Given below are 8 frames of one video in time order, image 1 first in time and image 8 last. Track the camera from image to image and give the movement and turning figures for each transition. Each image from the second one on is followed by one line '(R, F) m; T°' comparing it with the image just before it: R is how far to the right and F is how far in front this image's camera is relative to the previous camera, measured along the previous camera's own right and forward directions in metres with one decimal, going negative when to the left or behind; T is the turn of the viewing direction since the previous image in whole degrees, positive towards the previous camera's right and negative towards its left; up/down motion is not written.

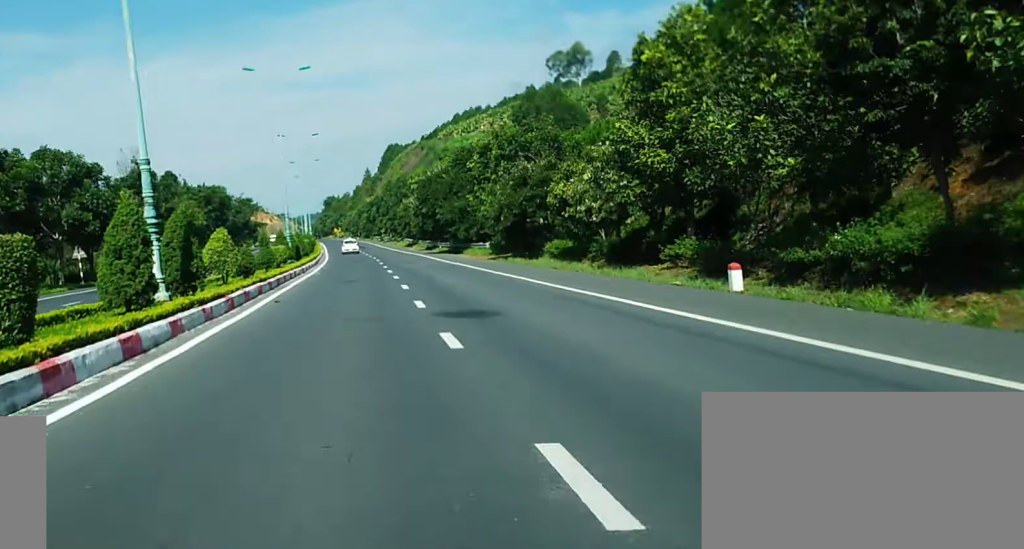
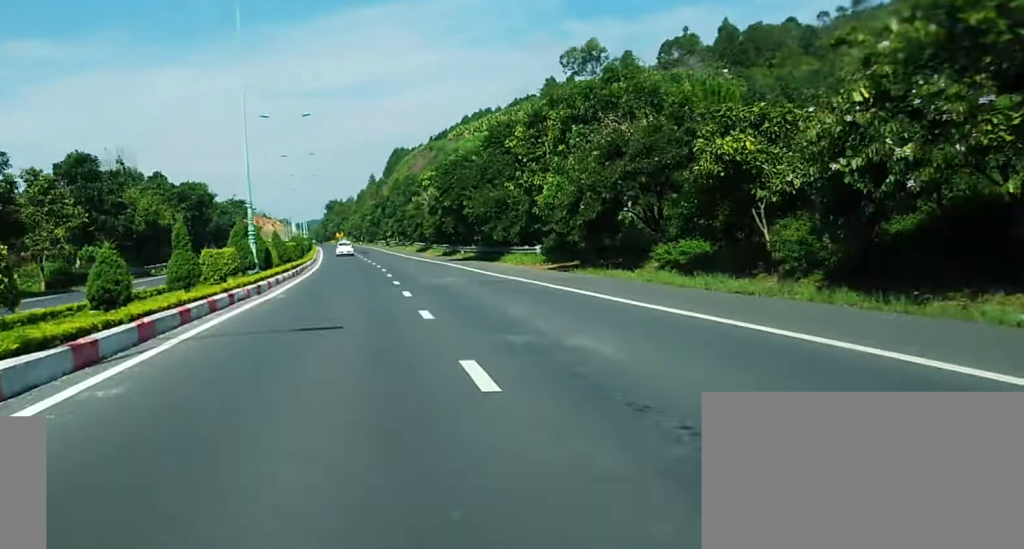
(-0.2, +20.2) m; -1°
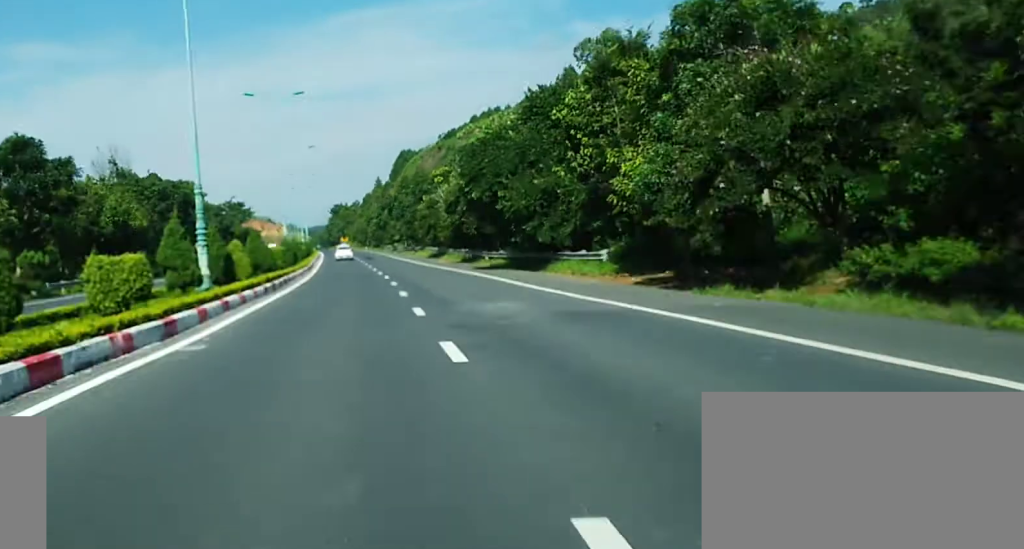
(-0.1, +13.5) m; 0°
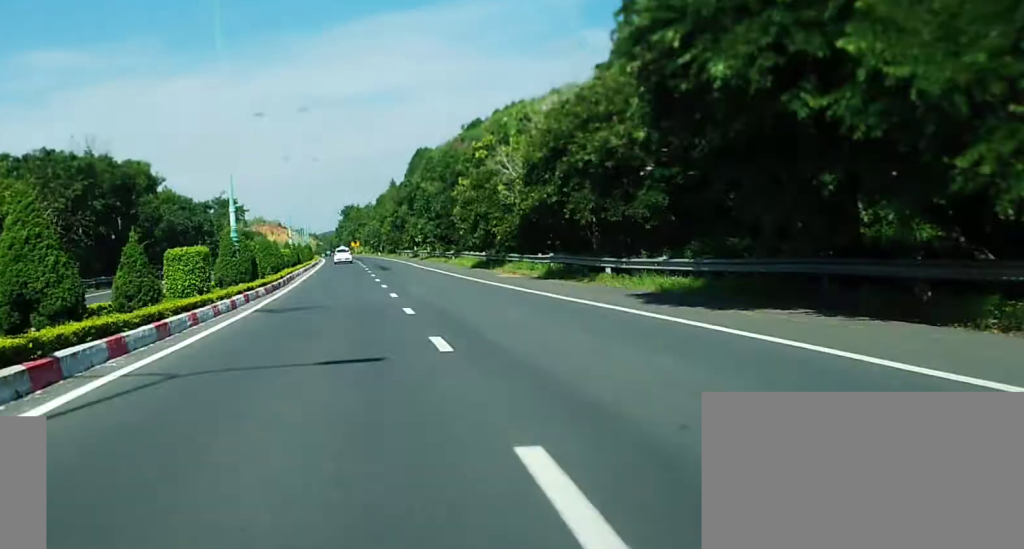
(0.0, +30.5) m; 0°
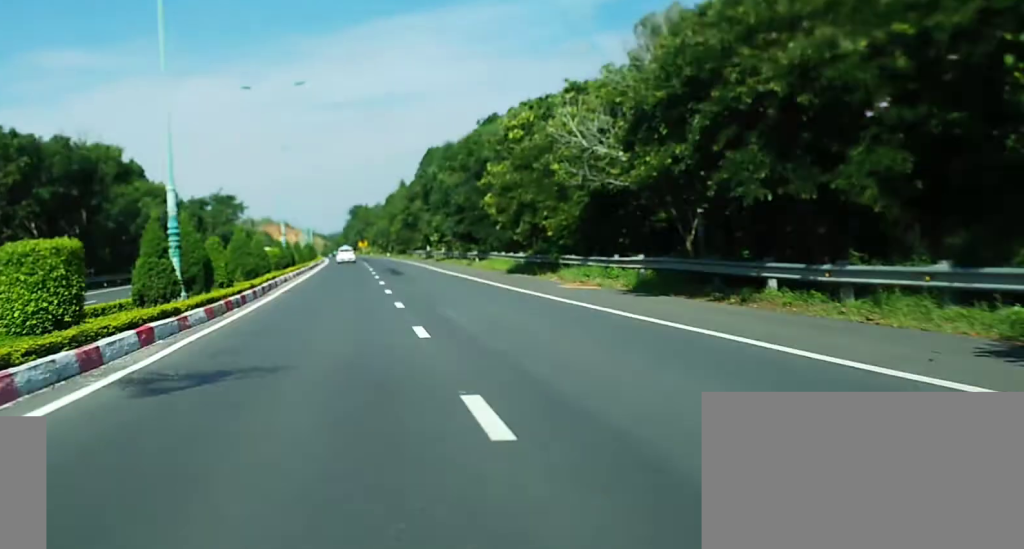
(+0.1, +13.5) m; 0°
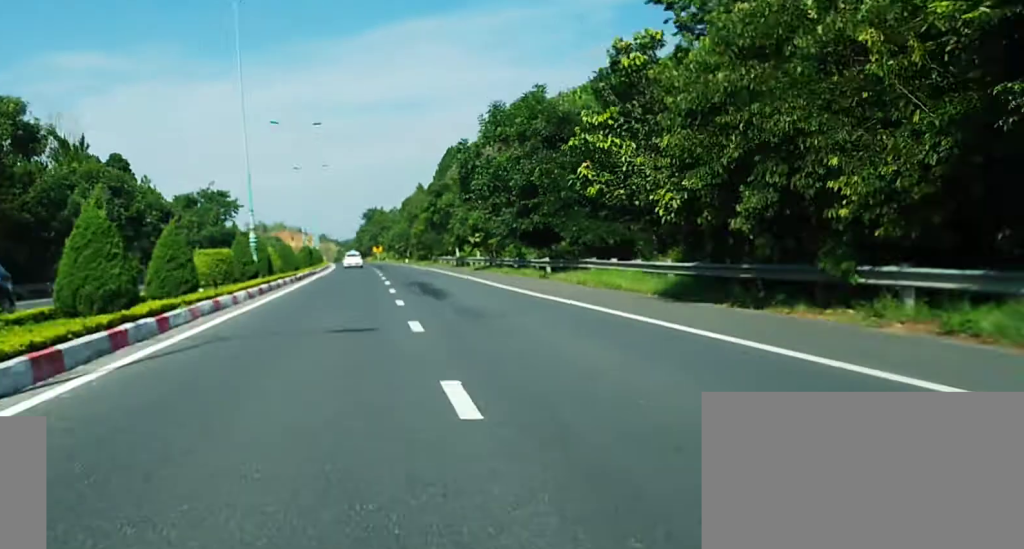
(-0.2, +23.3) m; -1°
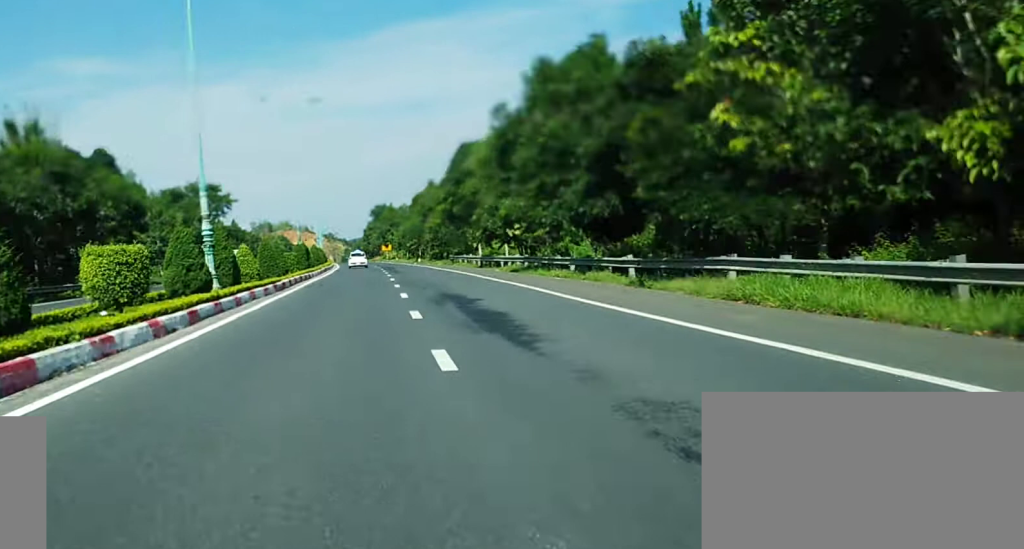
(-0.1, +13.1) m; 0°
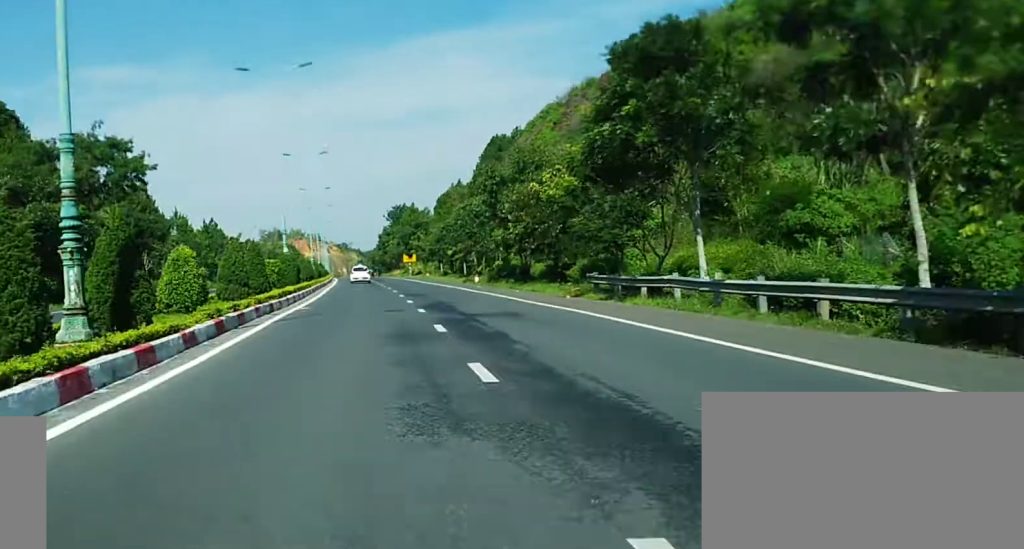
(-1.0, +54.5) m; -2°
